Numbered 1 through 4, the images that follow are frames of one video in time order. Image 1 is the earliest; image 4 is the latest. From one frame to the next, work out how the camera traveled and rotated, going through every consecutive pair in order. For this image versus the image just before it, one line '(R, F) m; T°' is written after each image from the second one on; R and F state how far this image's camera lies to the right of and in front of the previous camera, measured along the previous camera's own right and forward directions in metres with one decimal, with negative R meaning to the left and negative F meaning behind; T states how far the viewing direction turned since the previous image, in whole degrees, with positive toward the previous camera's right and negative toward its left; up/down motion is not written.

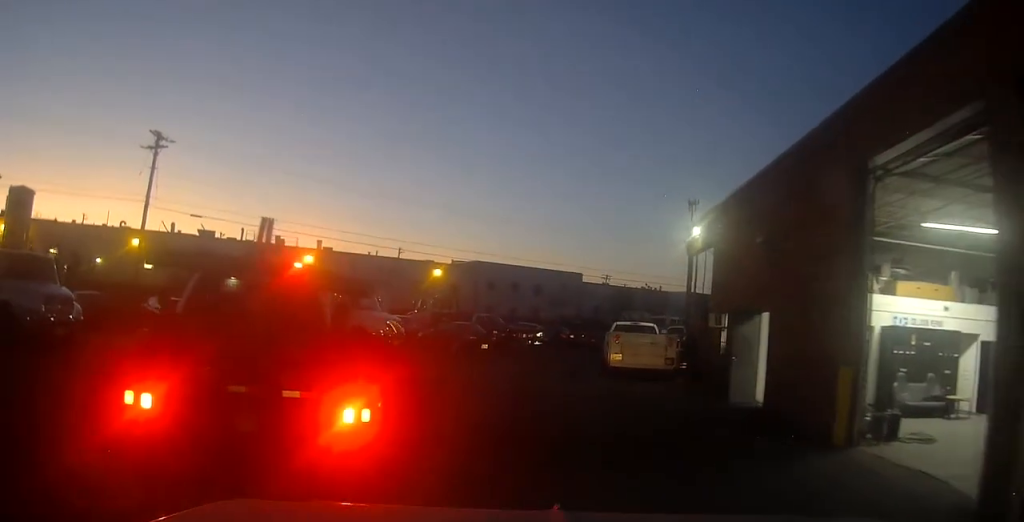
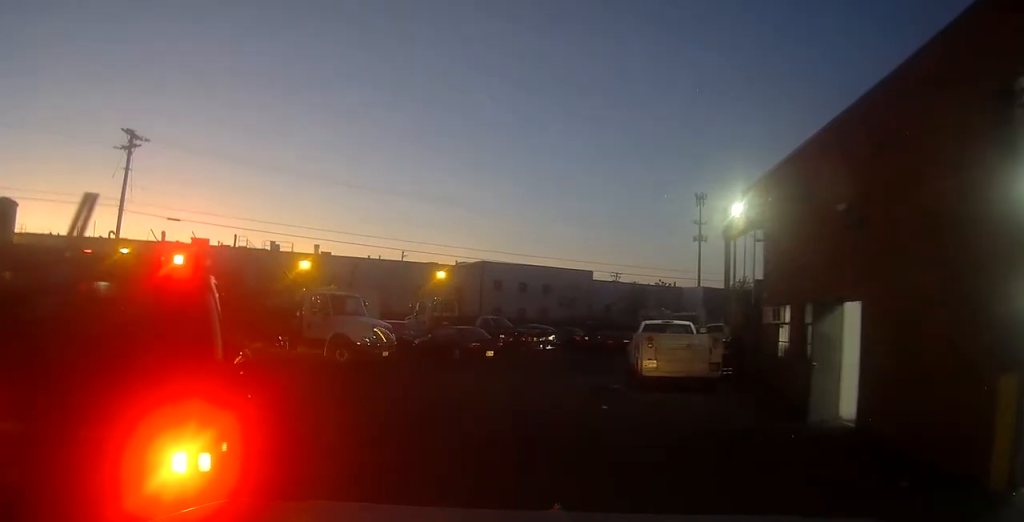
(0.0, +2.8) m; 0°
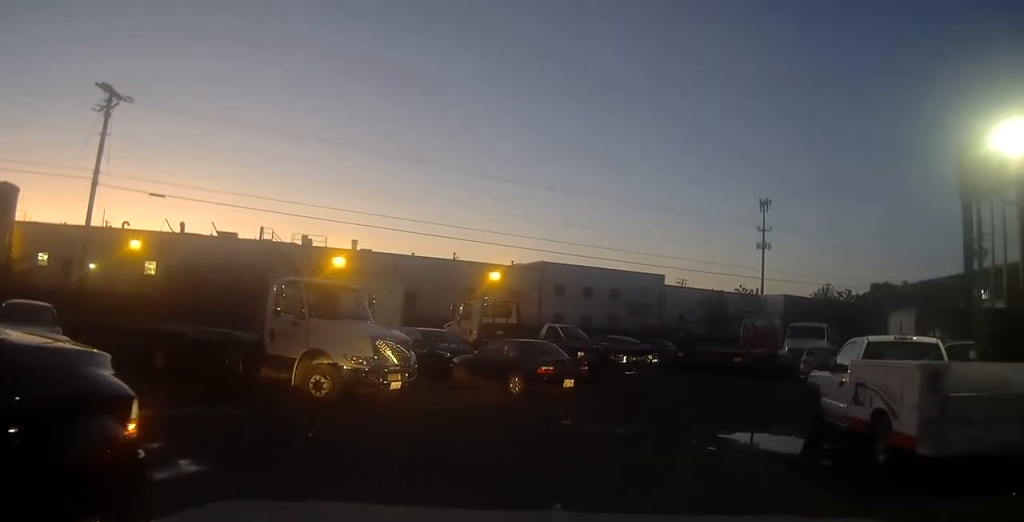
(-0.7, +10.0) m; -10°
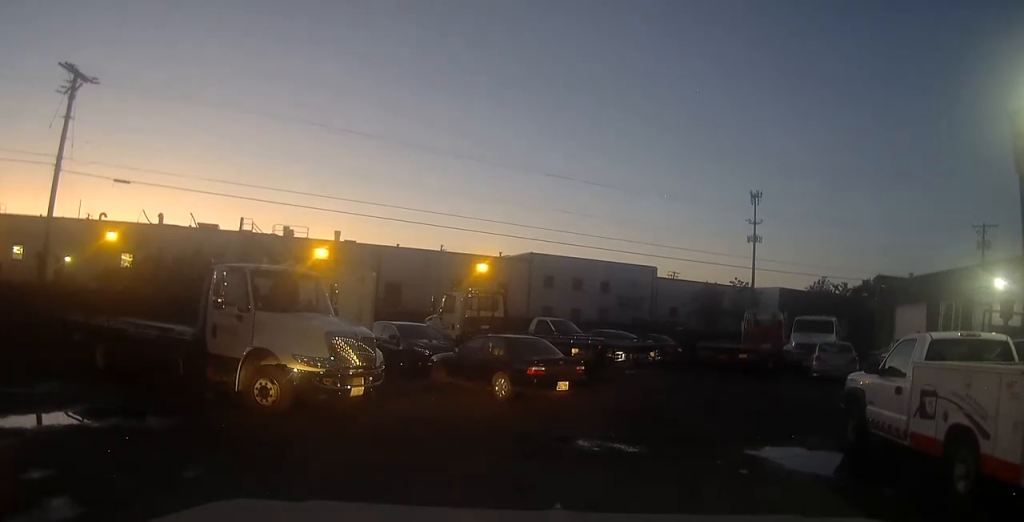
(+0.4, +3.8) m; +6°
